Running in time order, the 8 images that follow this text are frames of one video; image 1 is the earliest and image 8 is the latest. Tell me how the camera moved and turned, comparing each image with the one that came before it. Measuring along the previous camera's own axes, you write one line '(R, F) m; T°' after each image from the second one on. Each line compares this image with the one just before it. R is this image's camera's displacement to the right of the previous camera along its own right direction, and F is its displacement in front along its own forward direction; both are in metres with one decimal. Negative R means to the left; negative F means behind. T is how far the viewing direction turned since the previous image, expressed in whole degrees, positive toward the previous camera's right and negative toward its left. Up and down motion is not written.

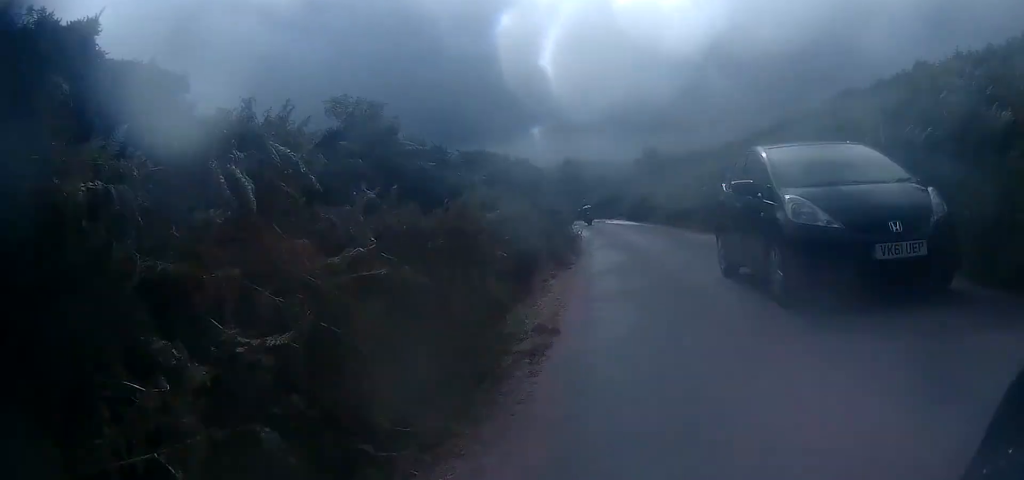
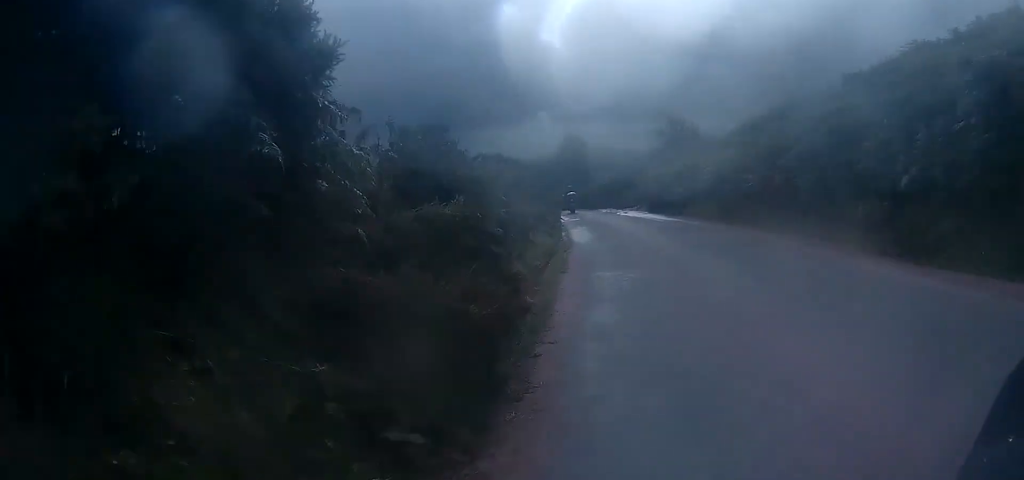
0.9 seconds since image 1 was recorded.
(0.0, +13.5) m; -1°
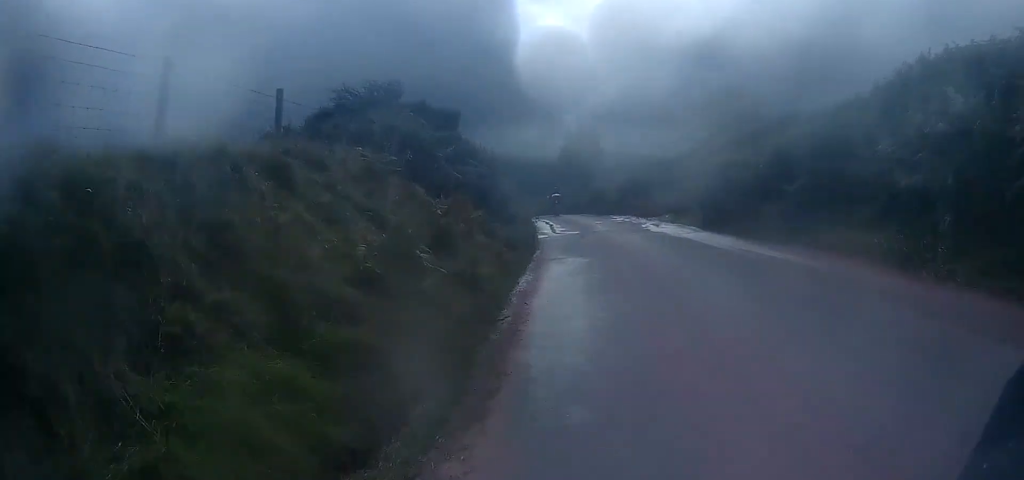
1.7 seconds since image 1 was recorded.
(-0.2, +12.3) m; -2°
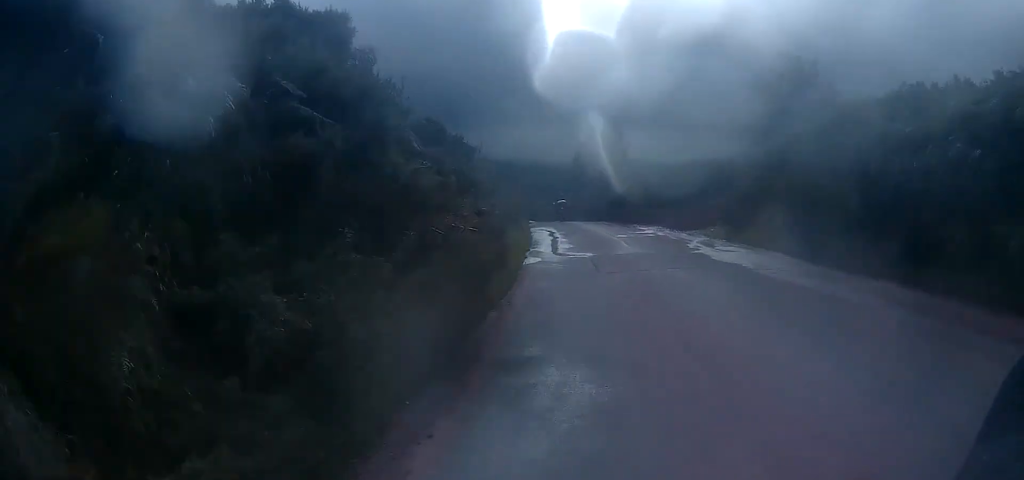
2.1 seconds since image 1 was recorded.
(0.0, +6.6) m; -1°
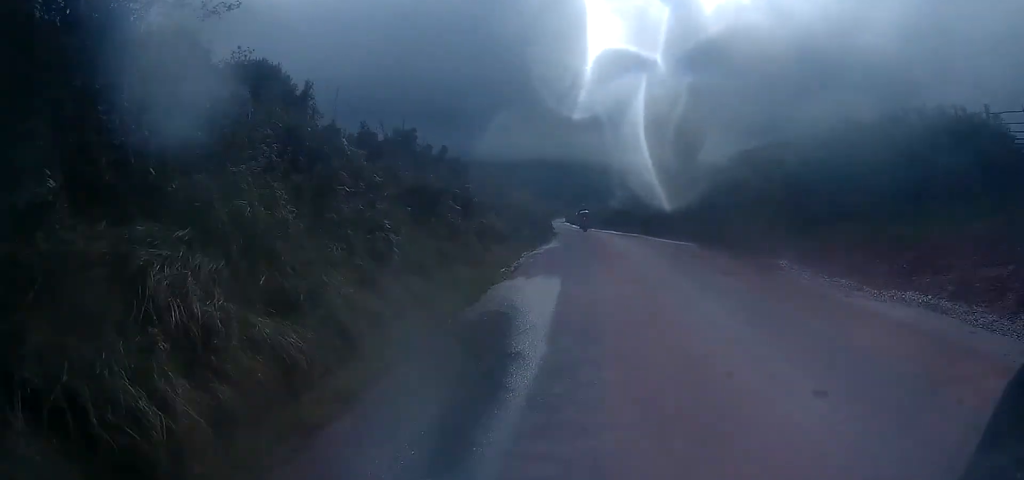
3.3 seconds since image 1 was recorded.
(-0.8, +18.0) m; -4°
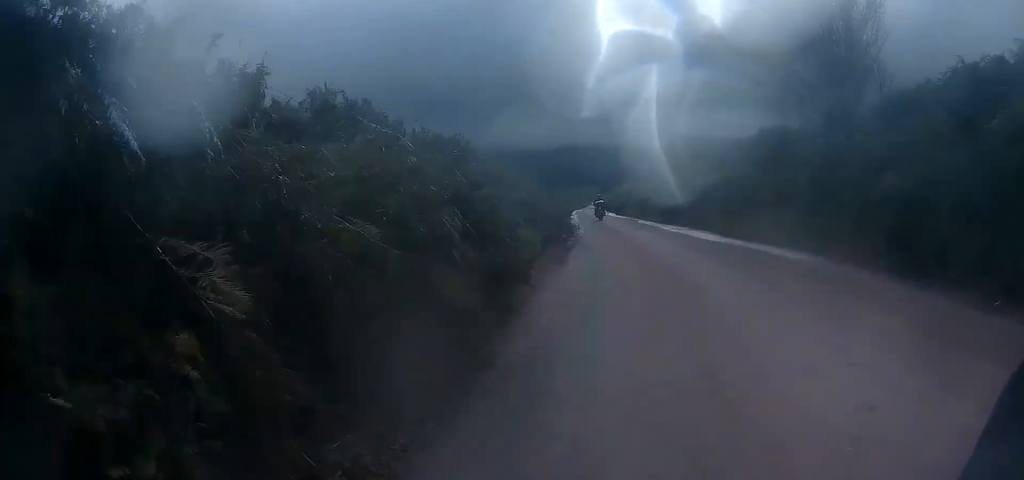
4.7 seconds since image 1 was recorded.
(-0.7, +20.2) m; -3°
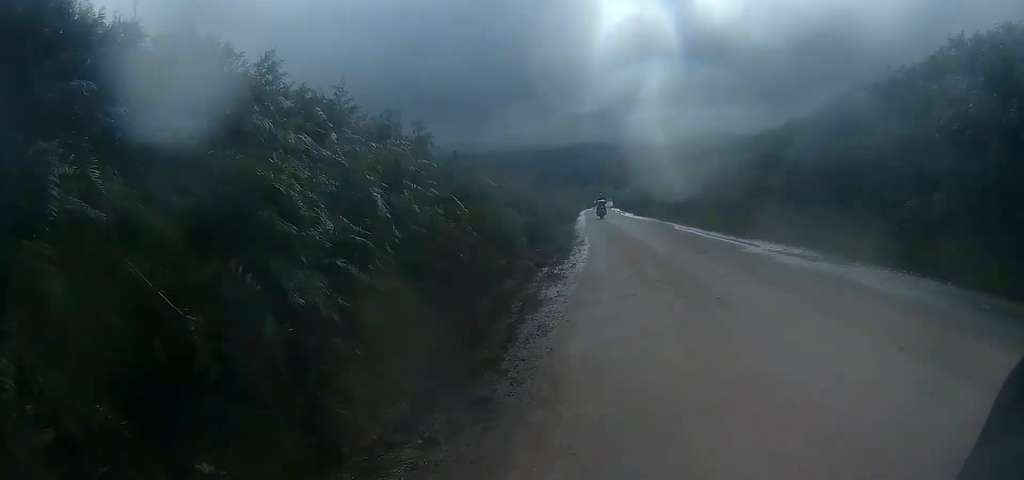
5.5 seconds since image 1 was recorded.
(-0.2, +12.3) m; -1°
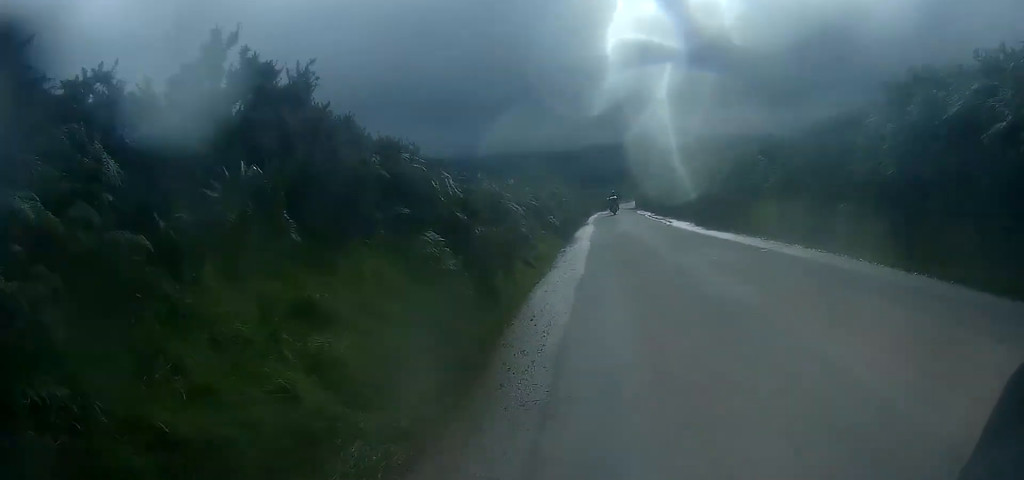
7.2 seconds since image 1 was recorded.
(-0.2, +24.7) m; 0°
